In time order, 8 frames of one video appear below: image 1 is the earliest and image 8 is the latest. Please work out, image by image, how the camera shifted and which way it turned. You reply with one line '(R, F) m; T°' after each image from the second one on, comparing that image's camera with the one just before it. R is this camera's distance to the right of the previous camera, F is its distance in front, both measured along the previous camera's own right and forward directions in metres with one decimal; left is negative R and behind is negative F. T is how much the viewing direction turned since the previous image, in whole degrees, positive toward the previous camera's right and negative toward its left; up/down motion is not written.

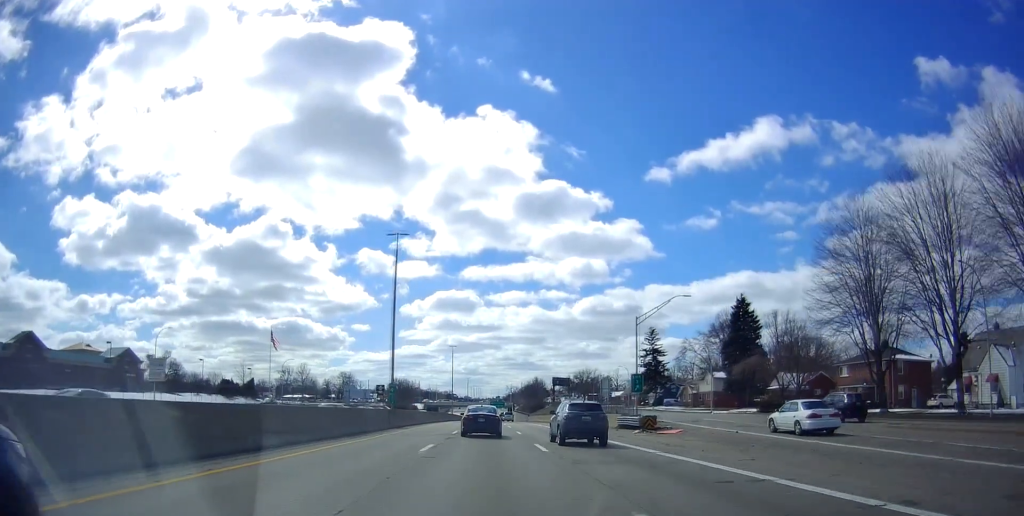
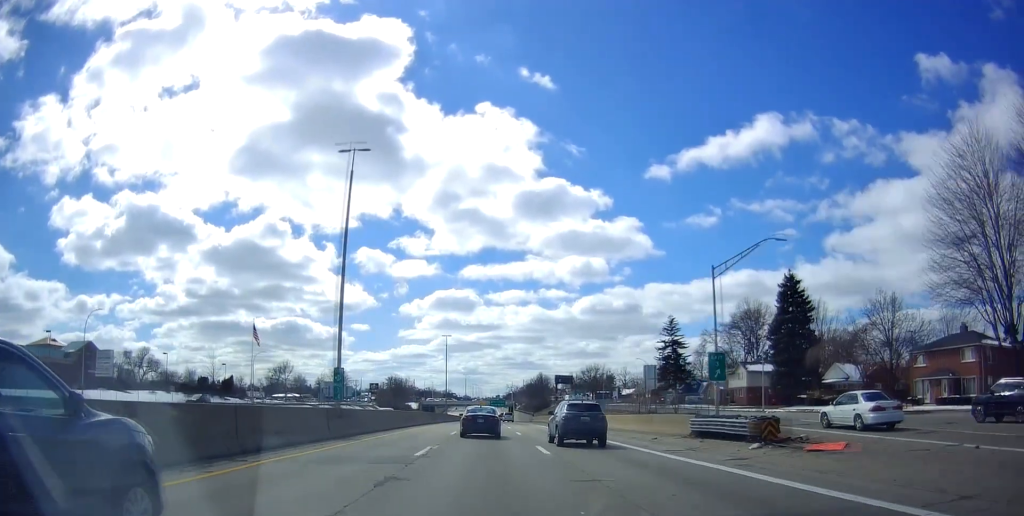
(0.0, +15.6) m; 0°
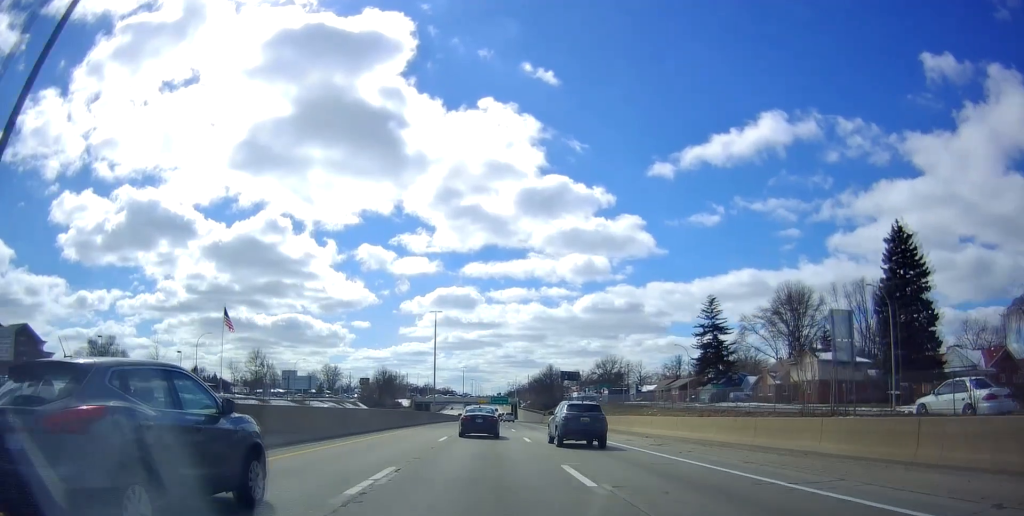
(+0.2, +22.9) m; 0°
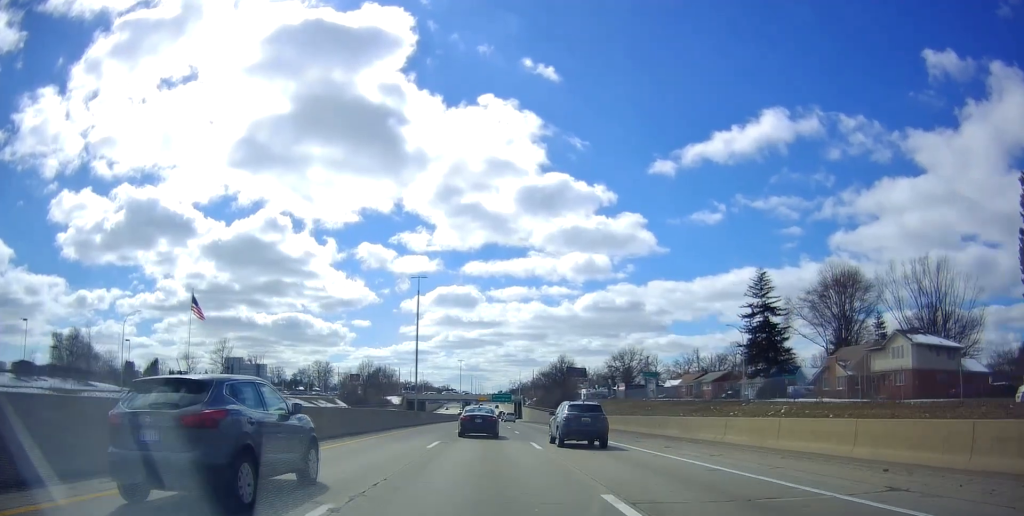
(-0.5, +20.2) m; 0°
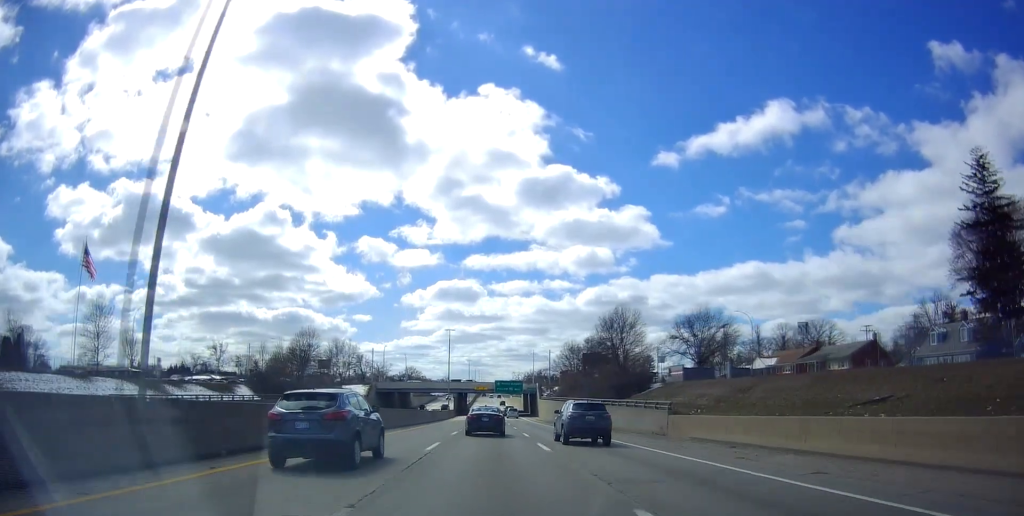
(+0.9, +47.1) m; +2°
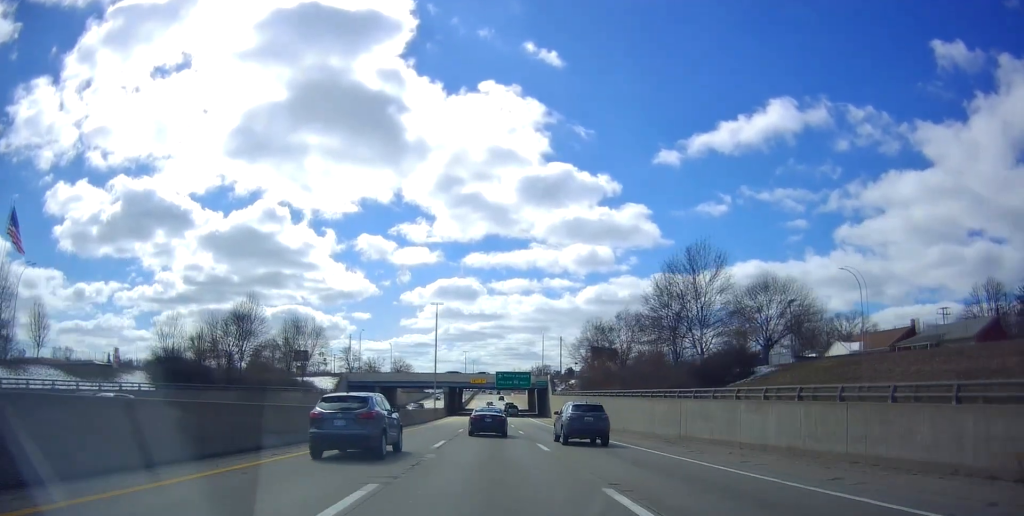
(+0.1, +23.5) m; 0°
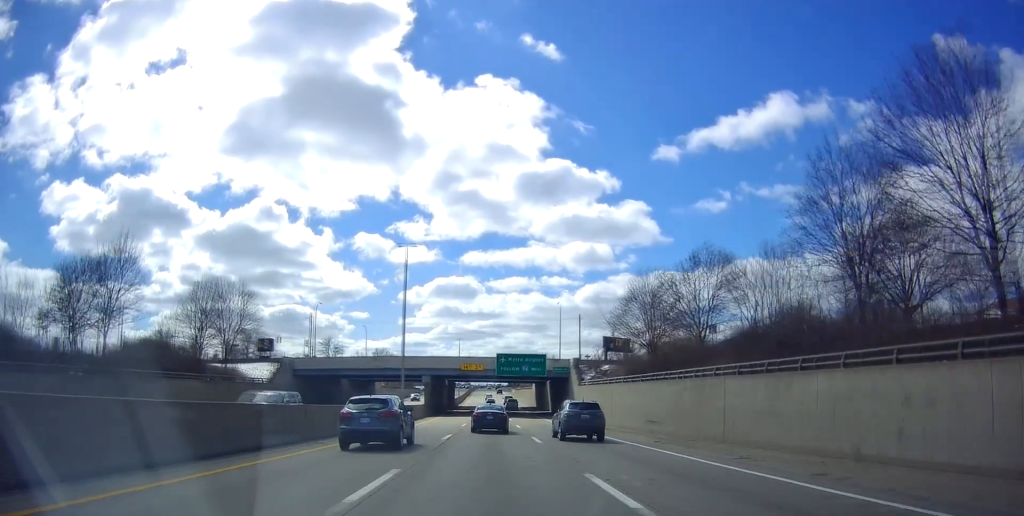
(-0.3, +27.0) m; -1°
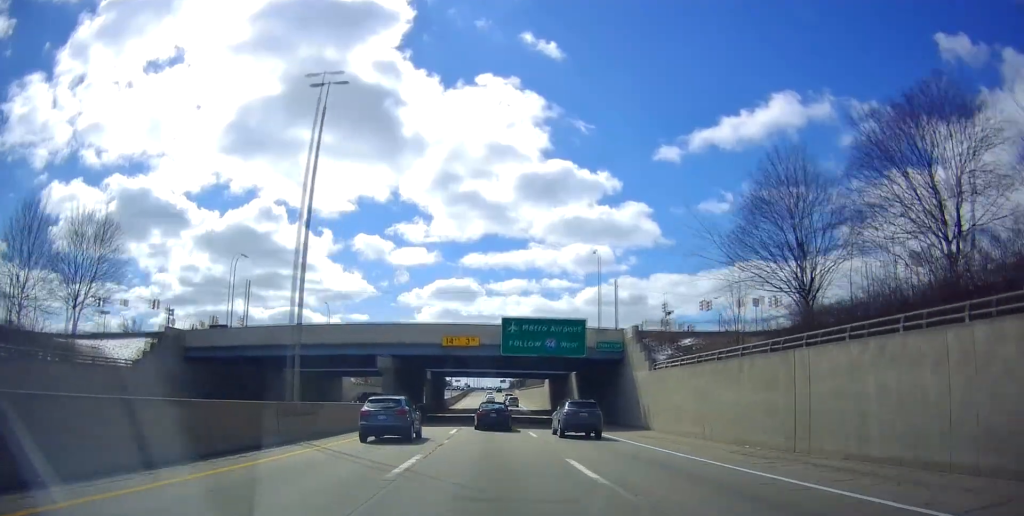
(-0.3, +27.1) m; 0°
